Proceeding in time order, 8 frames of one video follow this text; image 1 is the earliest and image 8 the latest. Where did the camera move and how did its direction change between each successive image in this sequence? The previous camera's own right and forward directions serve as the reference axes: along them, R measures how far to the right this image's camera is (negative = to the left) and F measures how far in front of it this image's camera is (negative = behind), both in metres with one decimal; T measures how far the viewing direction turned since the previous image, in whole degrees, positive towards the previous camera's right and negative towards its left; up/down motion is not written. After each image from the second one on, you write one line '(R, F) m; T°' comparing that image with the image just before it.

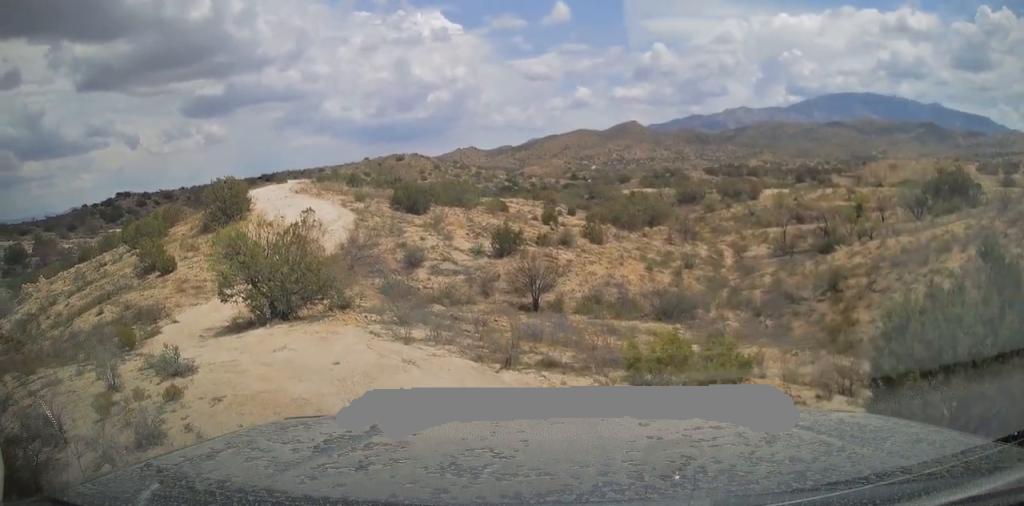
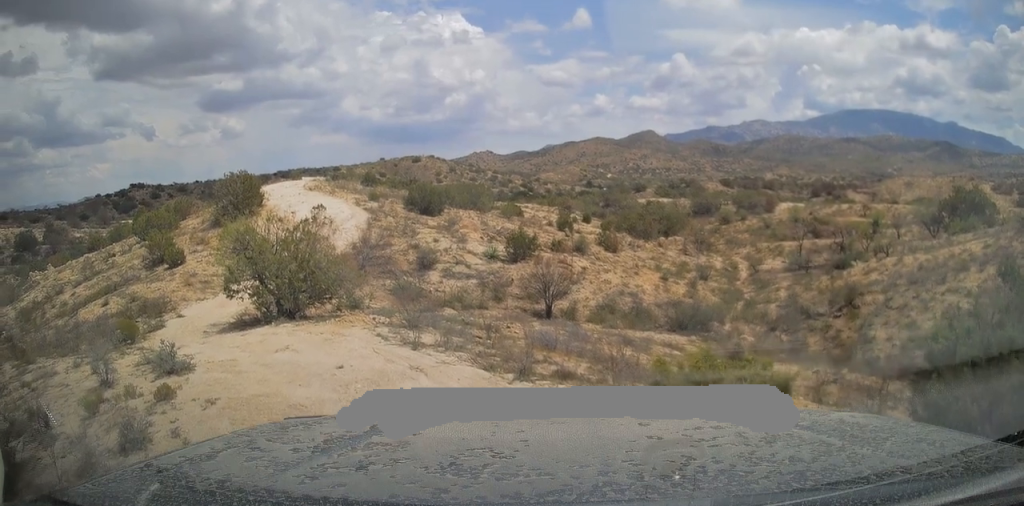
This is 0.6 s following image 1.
(0.0, +0.6) m; 0°
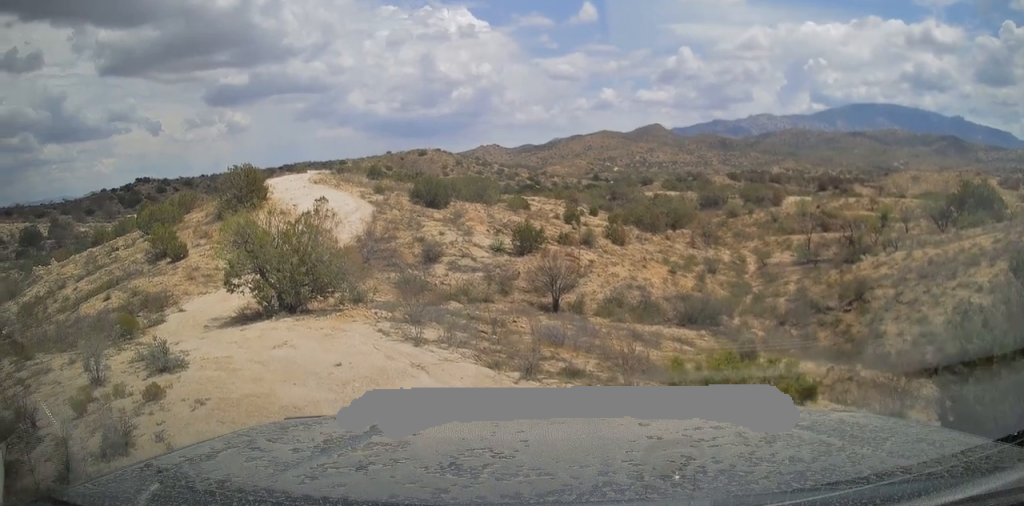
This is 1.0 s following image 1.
(-0.1, +0.4) m; 0°
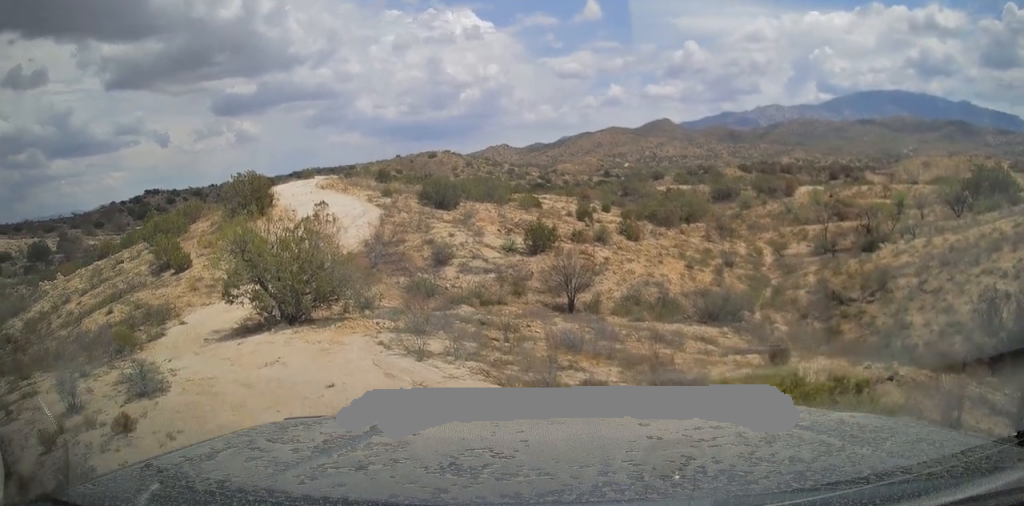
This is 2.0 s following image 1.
(+0.5, +0.8) m; 0°
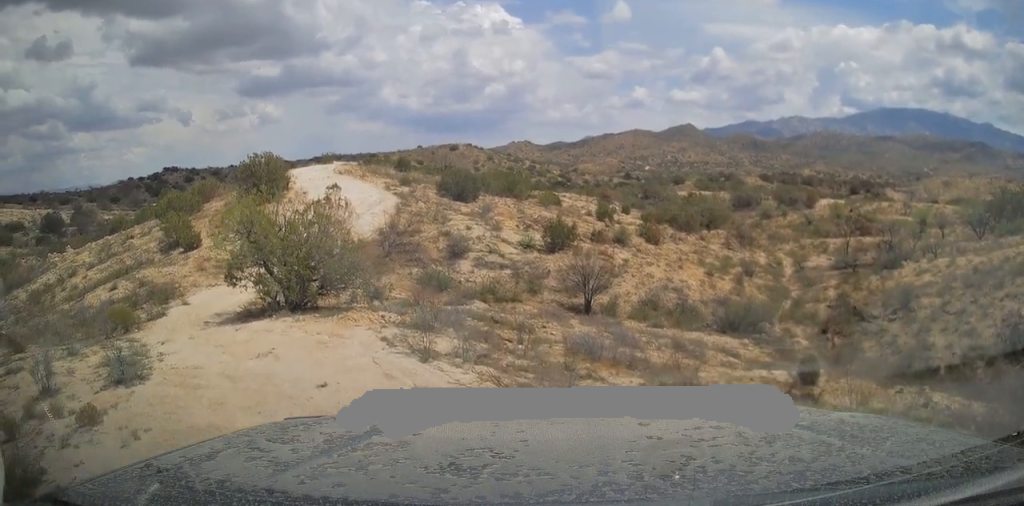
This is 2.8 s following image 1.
(+0.1, +1.1) m; +3°
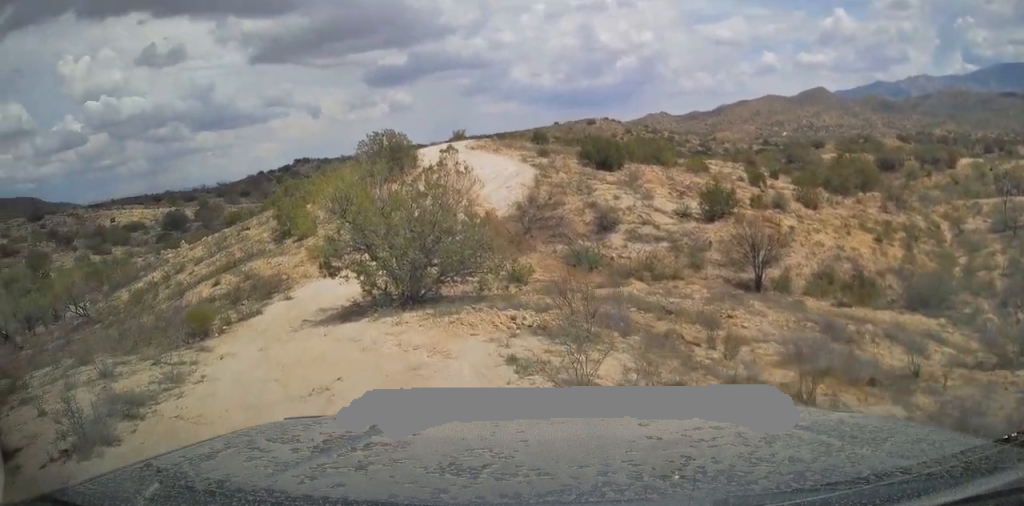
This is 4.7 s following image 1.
(-0.2, +4.2) m; -10°
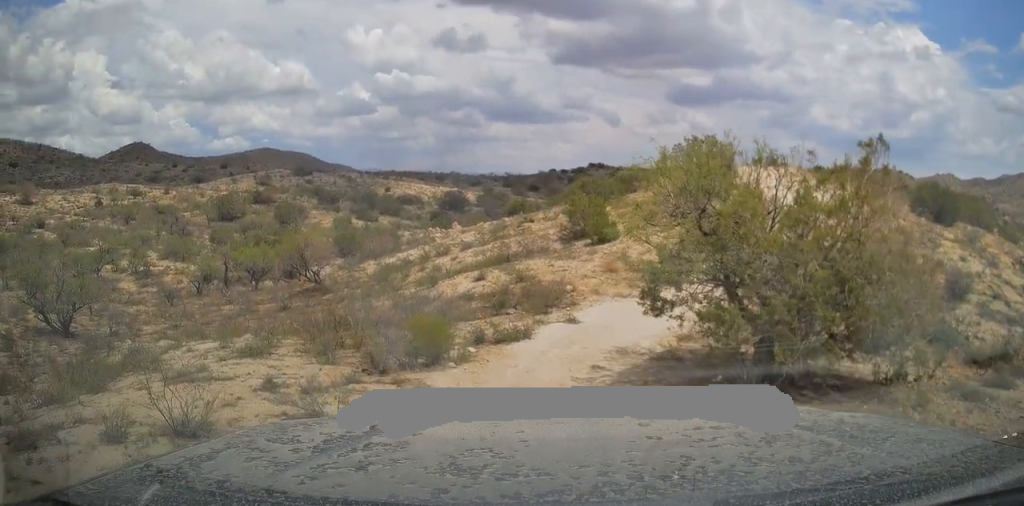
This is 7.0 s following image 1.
(-1.0, +5.7) m; -17°
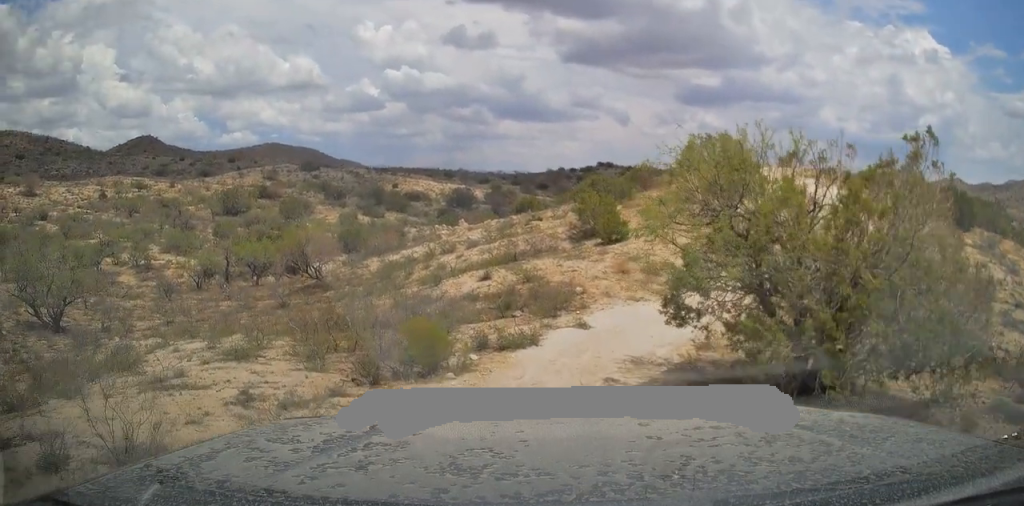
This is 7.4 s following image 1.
(0.0, +0.9) m; -1°
